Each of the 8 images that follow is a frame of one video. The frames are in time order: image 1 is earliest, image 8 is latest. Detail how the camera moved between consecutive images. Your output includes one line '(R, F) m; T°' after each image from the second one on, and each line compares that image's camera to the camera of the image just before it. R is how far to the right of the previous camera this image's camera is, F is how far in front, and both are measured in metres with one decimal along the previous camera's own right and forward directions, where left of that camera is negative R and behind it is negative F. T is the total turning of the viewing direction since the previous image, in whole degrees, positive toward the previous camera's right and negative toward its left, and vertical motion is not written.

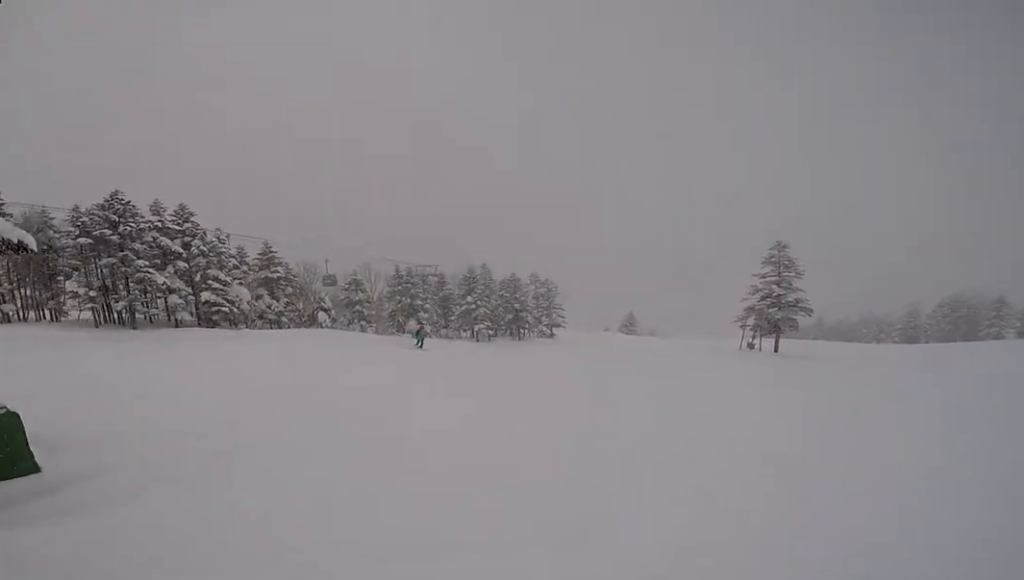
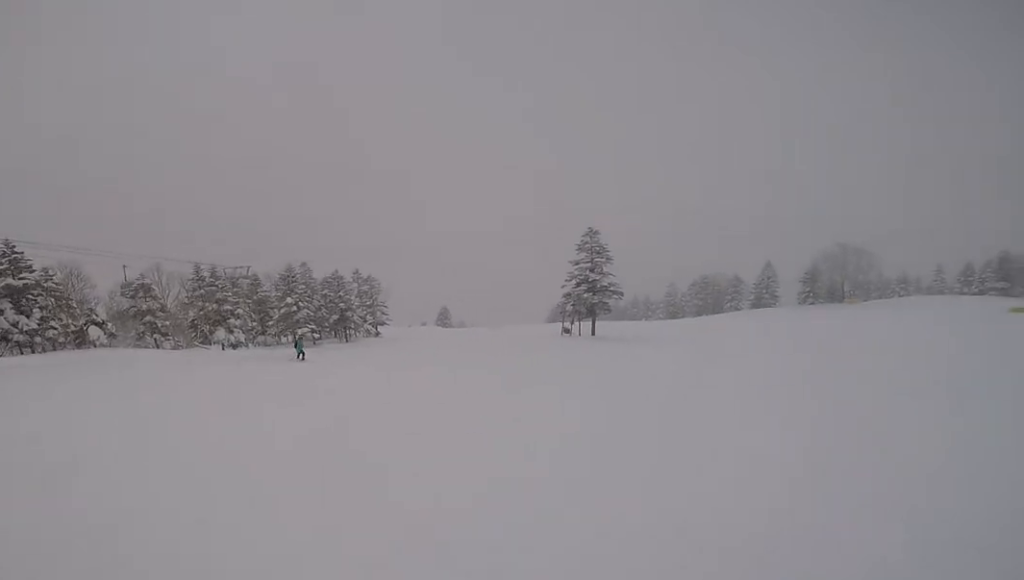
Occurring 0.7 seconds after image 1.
(+0.5, +4.3) m; +9°
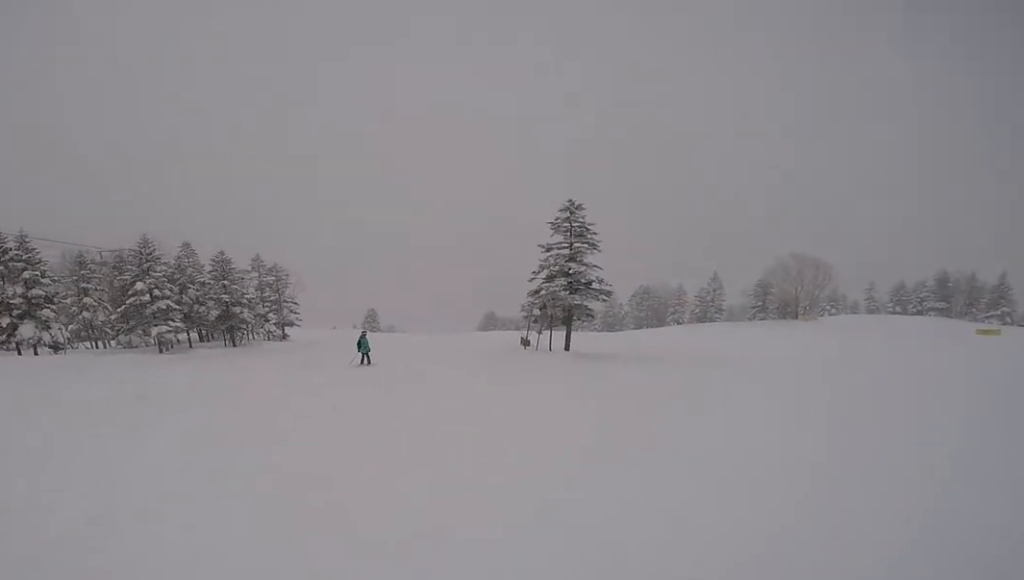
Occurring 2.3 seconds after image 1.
(+1.6, +10.8) m; +7°
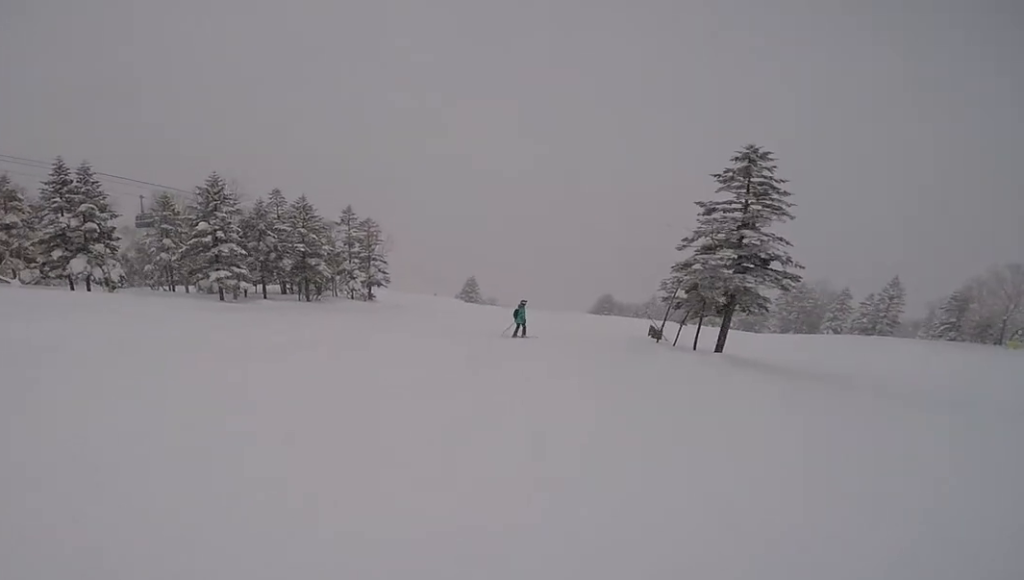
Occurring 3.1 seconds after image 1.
(+0.1, +4.9) m; -12°
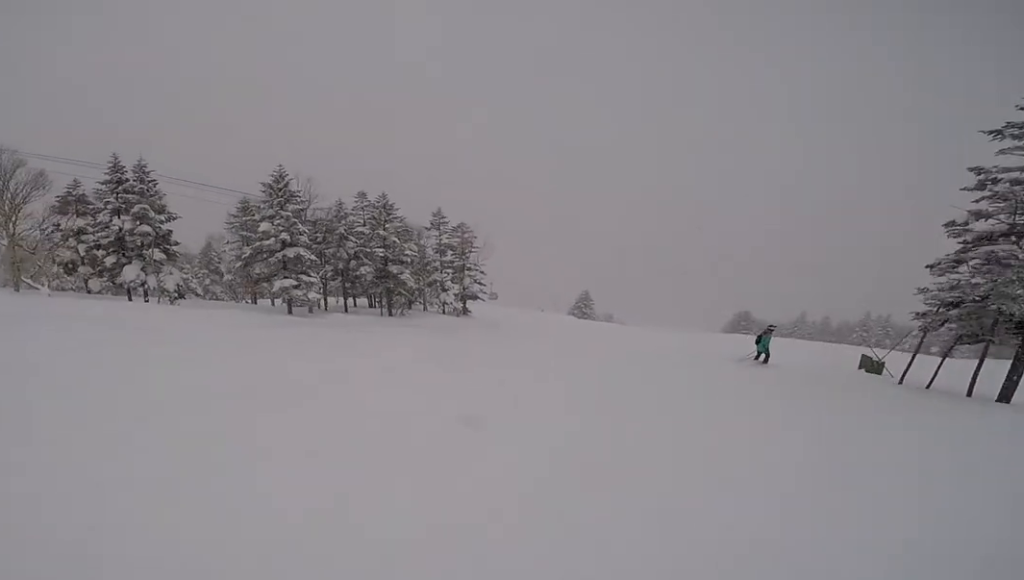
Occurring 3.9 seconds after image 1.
(-1.1, +4.8) m; 0°
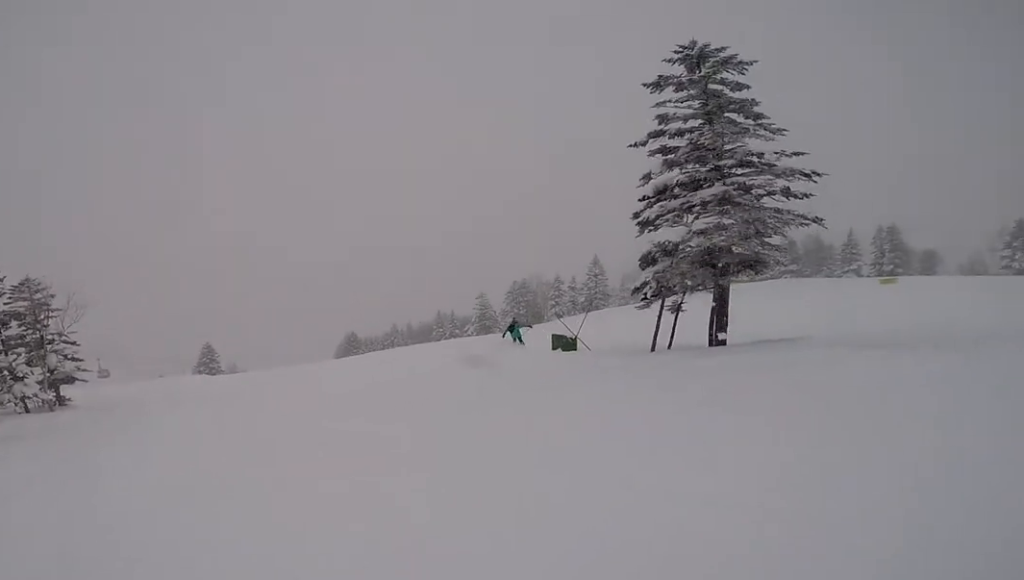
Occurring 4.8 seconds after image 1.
(+0.7, +5.8) m; +12°
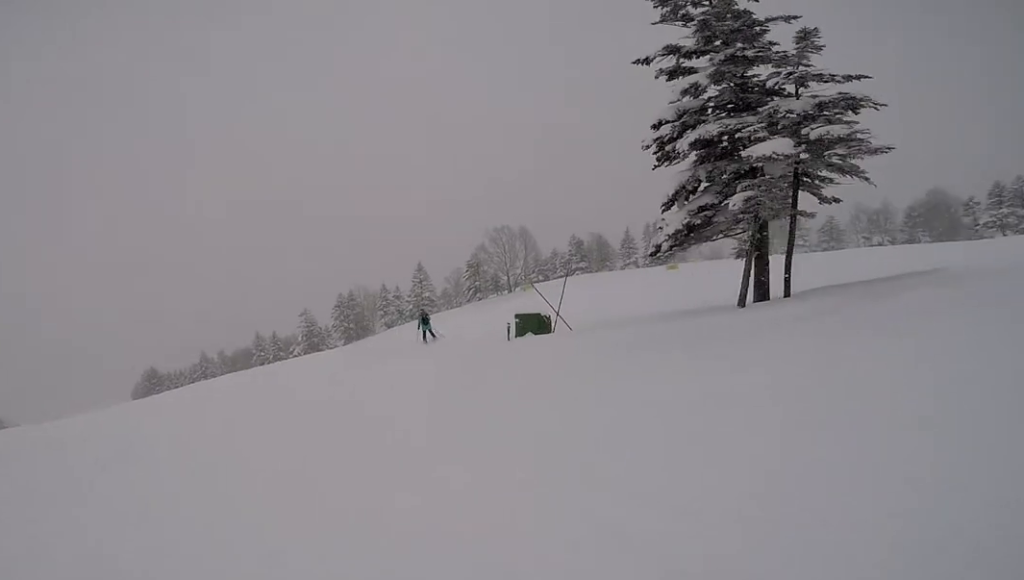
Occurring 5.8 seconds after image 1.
(+0.6, +5.6) m; +17°
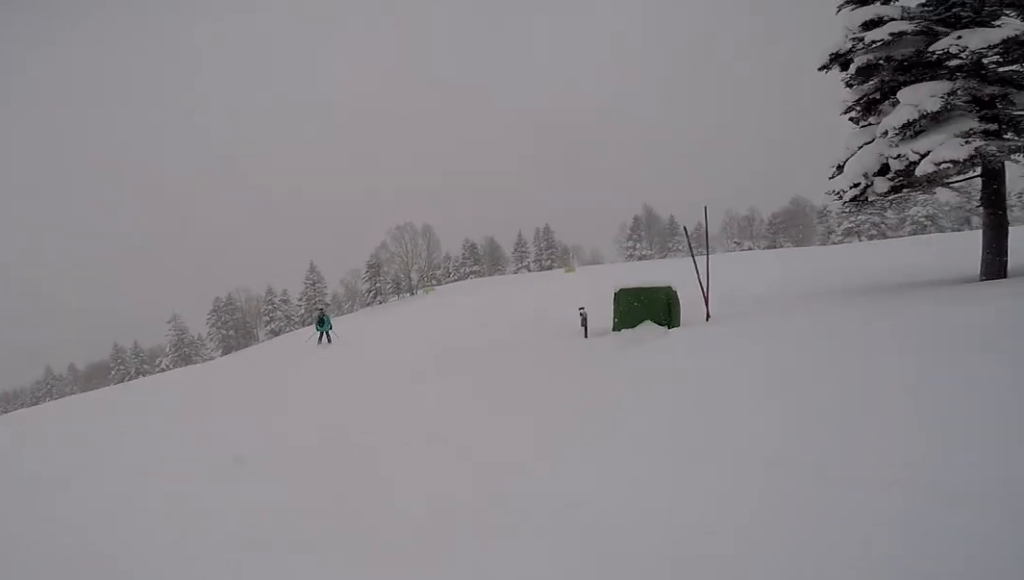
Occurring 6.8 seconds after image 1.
(+1.1, +5.3) m; +23°
